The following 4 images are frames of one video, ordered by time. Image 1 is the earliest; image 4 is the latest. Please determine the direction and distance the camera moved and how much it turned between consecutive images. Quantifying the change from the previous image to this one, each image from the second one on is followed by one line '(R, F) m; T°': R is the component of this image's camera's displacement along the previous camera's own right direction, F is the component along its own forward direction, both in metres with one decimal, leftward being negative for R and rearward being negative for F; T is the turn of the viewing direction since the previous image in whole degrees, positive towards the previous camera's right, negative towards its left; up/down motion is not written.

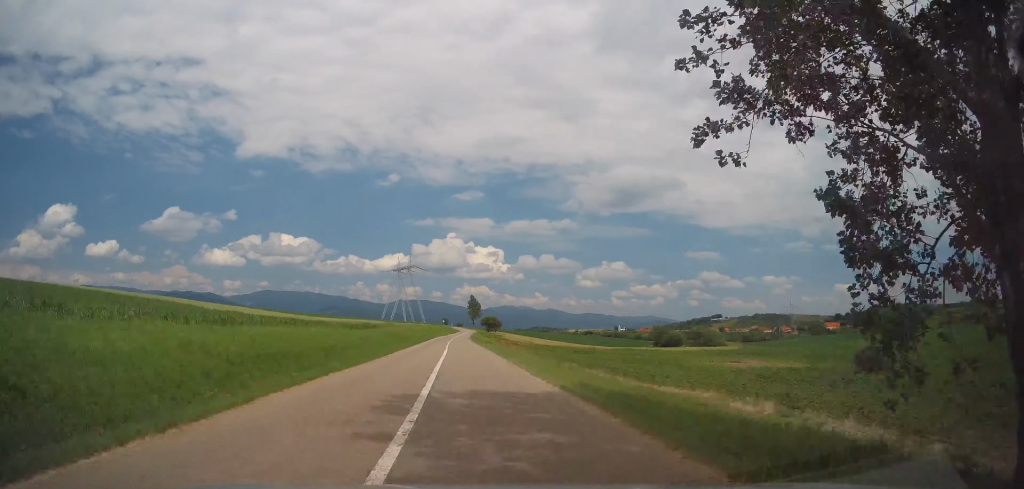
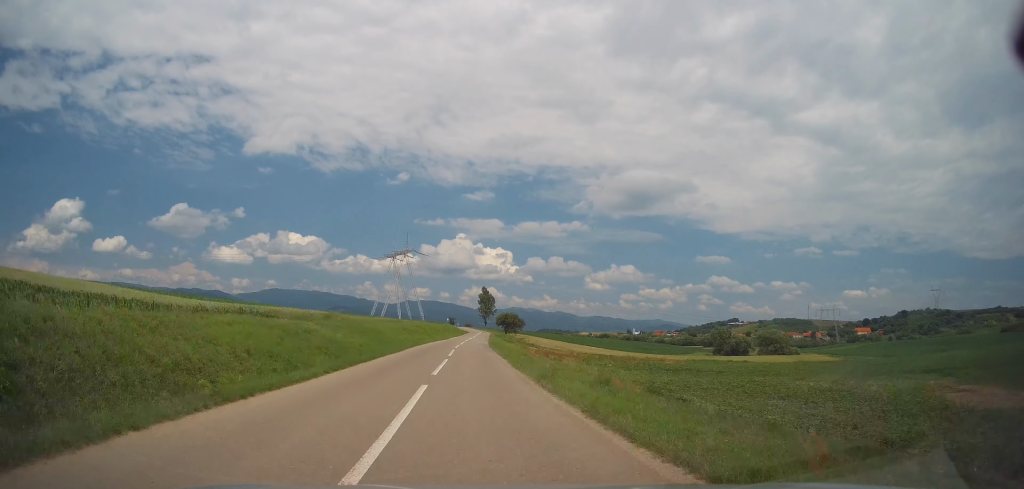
(-1.4, +48.7) m; -1°
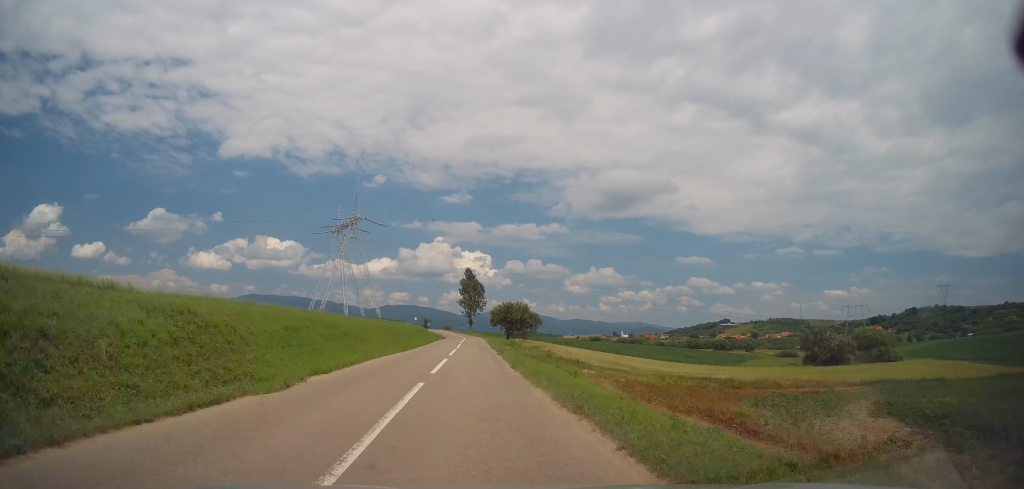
(+0.2, +59.9) m; +1°
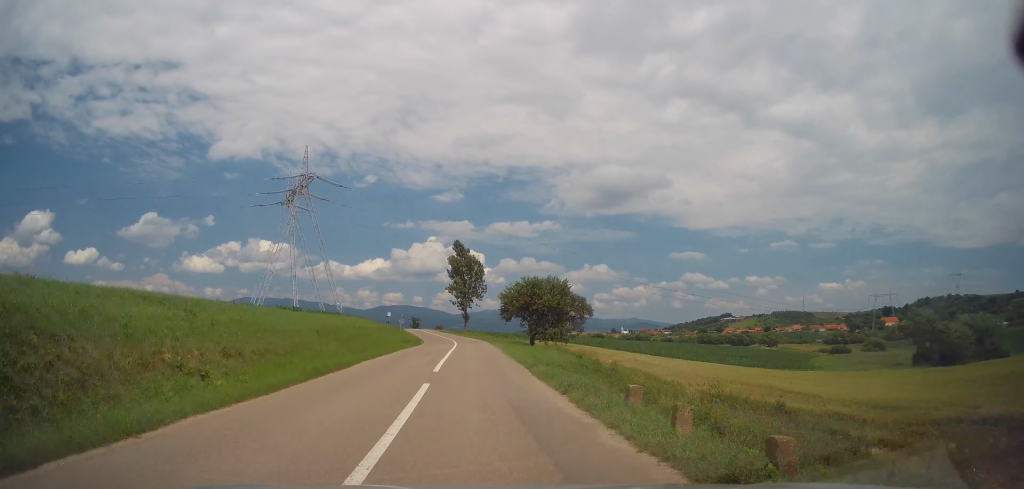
(+1.0, +36.5) m; +2°
